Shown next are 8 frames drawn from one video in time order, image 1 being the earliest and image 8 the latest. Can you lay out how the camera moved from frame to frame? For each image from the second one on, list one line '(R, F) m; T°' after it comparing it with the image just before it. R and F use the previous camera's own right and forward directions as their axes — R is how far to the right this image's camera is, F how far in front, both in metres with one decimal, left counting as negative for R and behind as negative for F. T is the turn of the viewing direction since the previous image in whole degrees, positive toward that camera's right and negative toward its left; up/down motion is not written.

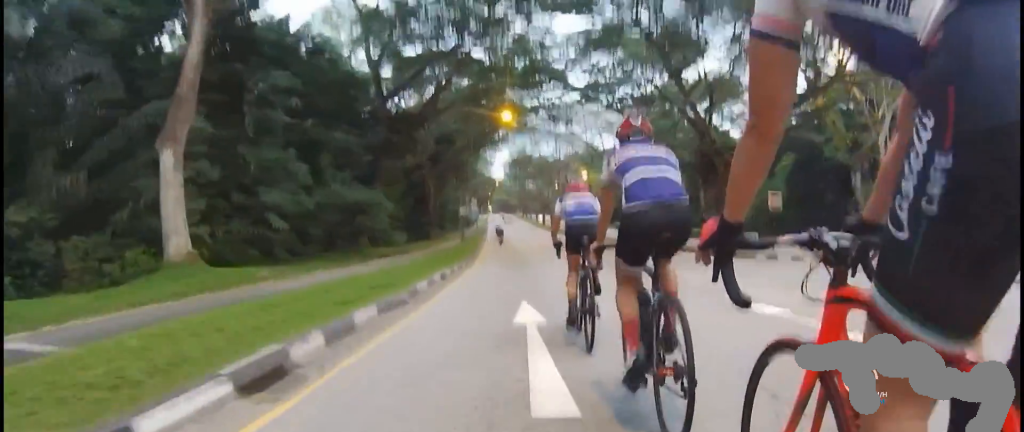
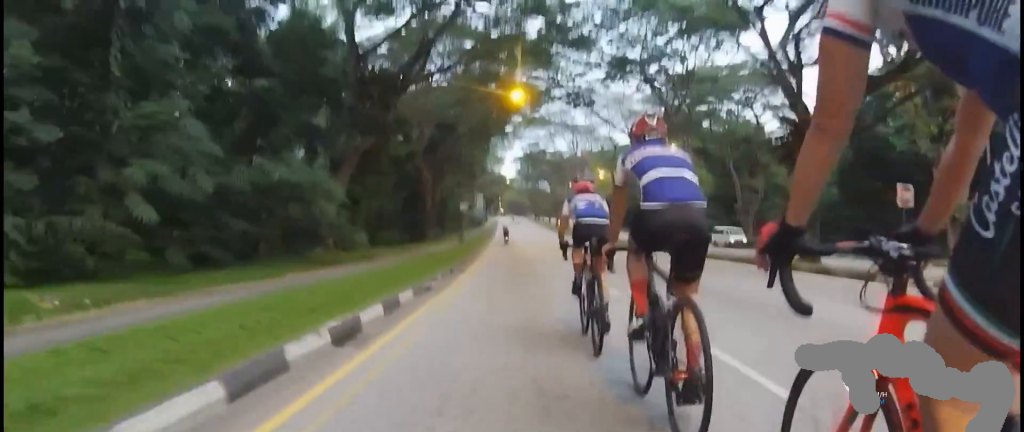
(-0.1, +8.3) m; -1°
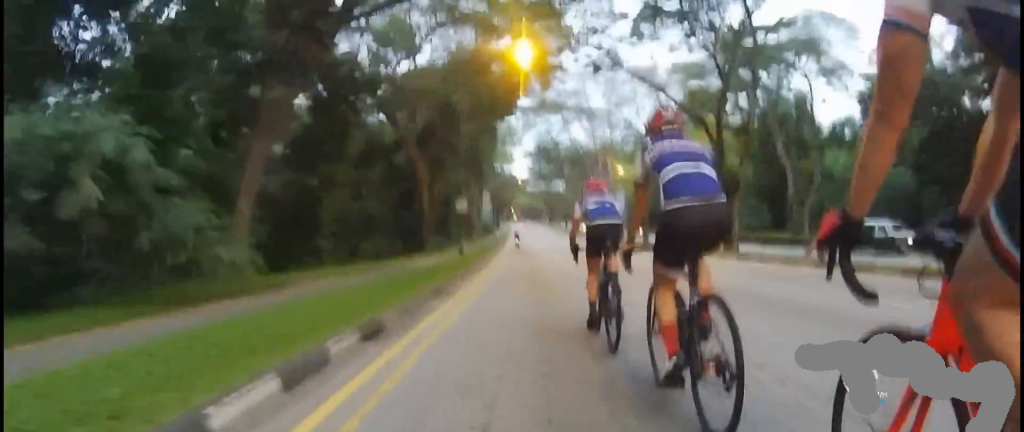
(0.0, +9.7) m; 0°
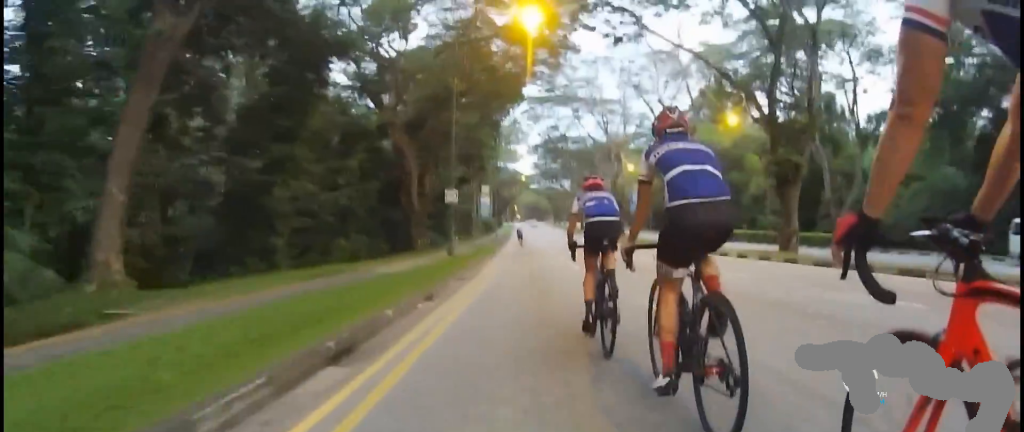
(0.0, +6.0) m; 0°
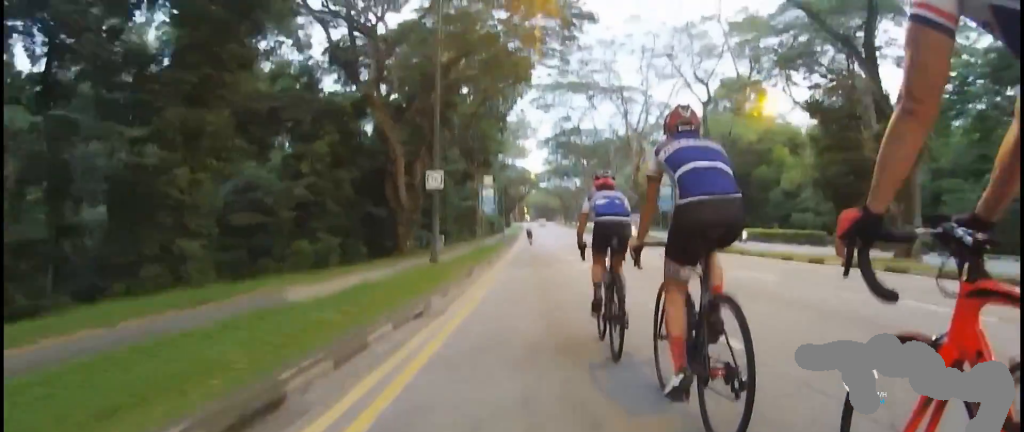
(0.0, +7.1) m; 0°
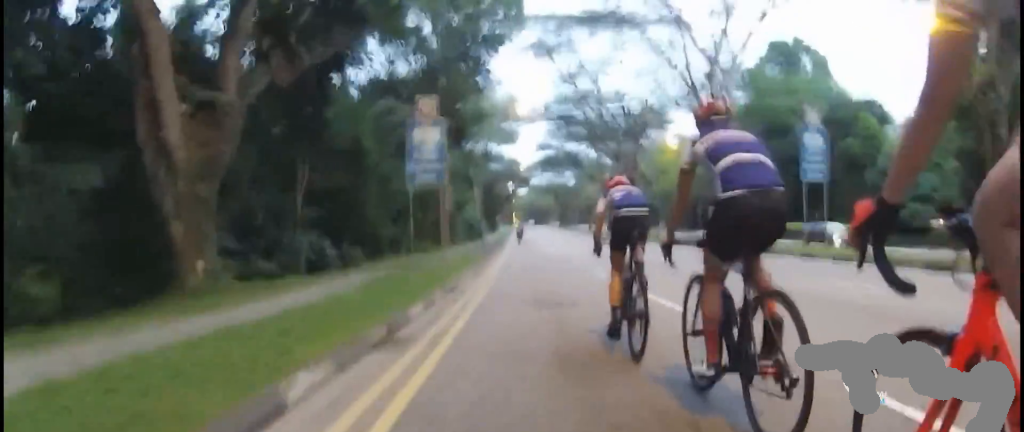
(0.0, +21.5) m; 0°
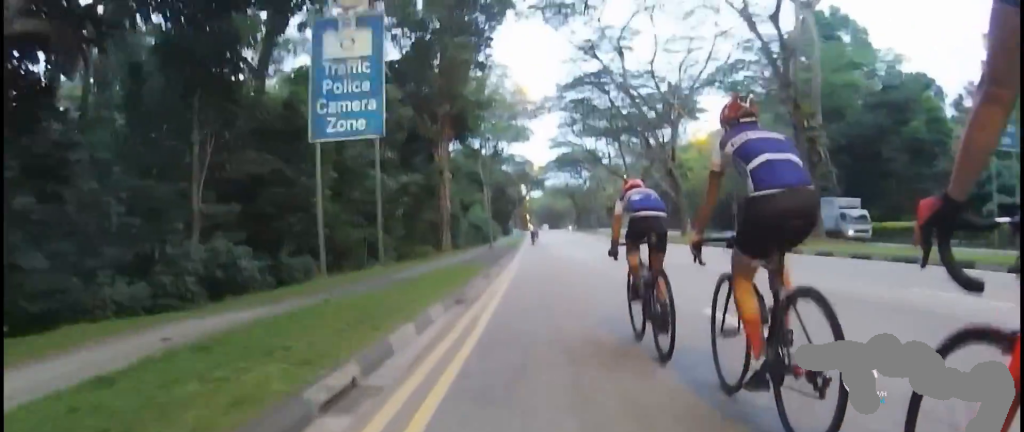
(0.0, +8.1) m; 0°
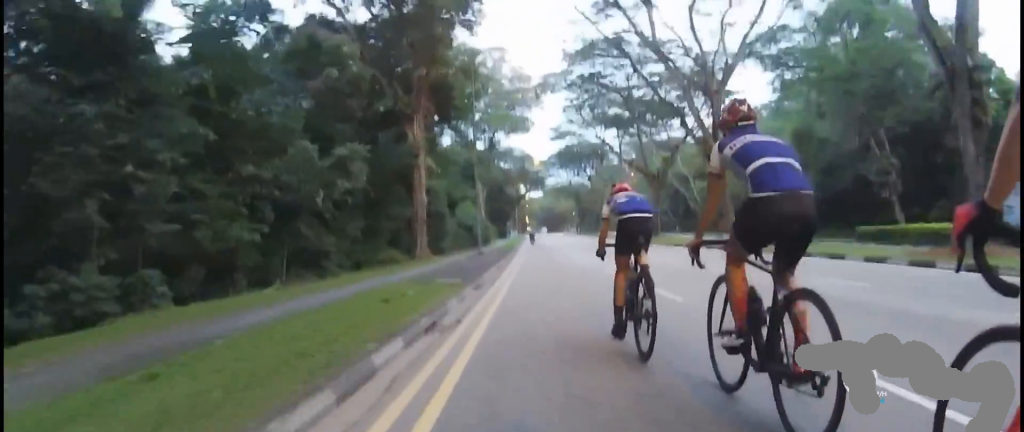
(0.0, +8.8) m; 0°
